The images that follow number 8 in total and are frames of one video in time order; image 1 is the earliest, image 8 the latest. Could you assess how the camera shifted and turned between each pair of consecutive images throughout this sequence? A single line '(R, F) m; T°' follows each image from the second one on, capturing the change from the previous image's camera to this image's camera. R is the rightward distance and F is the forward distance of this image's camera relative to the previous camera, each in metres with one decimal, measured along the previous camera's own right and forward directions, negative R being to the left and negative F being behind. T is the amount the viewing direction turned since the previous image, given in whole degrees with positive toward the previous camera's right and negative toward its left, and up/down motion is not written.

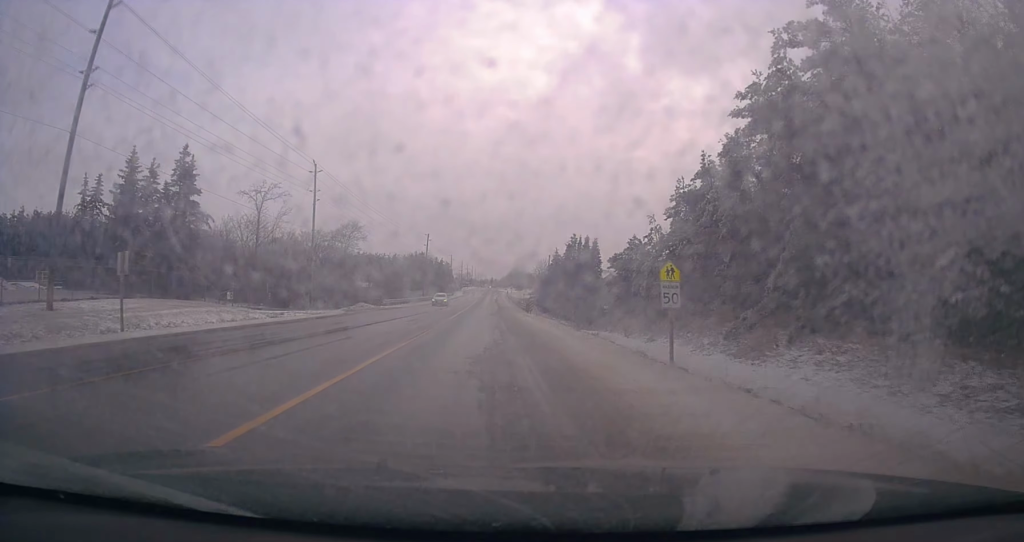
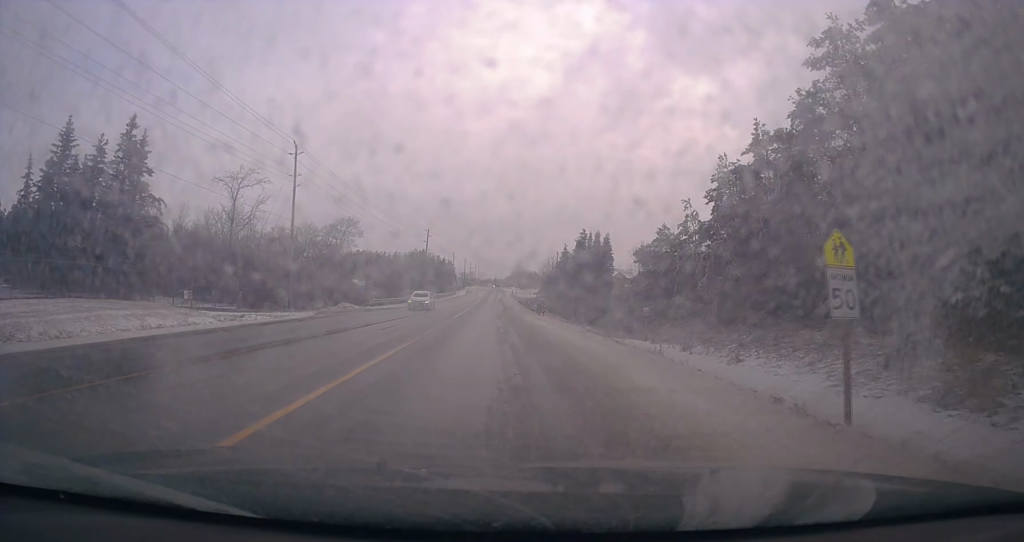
(0.0, +8.6) m; 0°
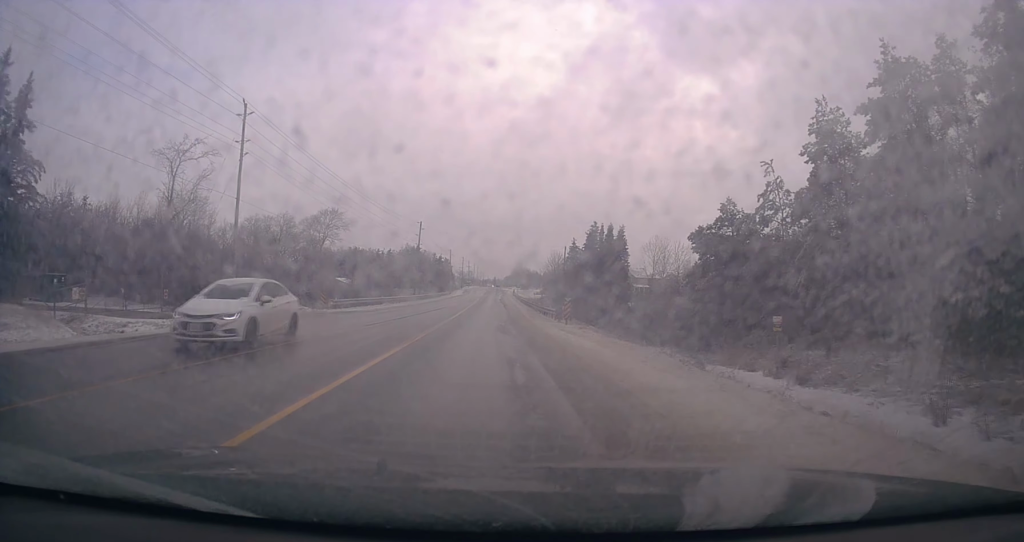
(-0.1, +13.3) m; 0°
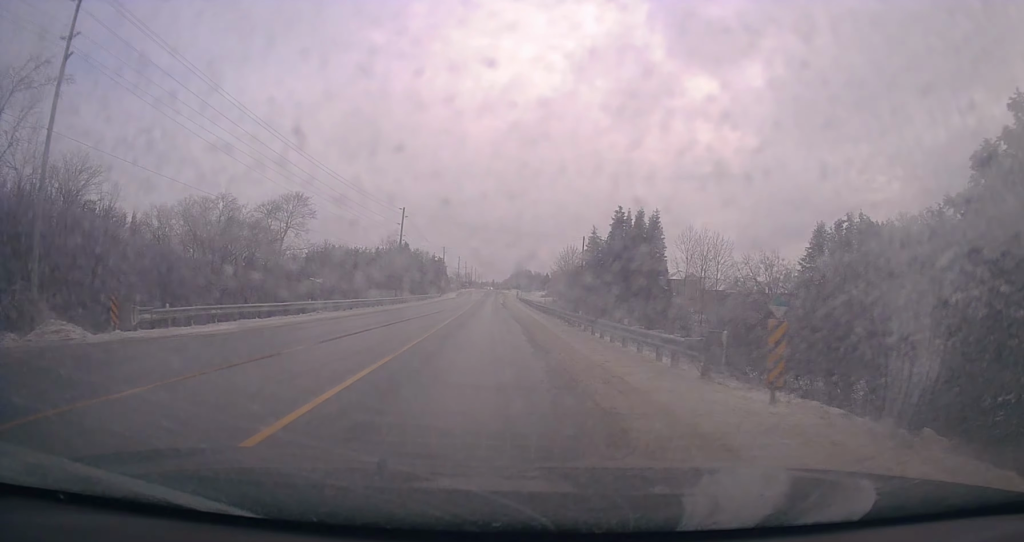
(+0.1, +23.0) m; 0°
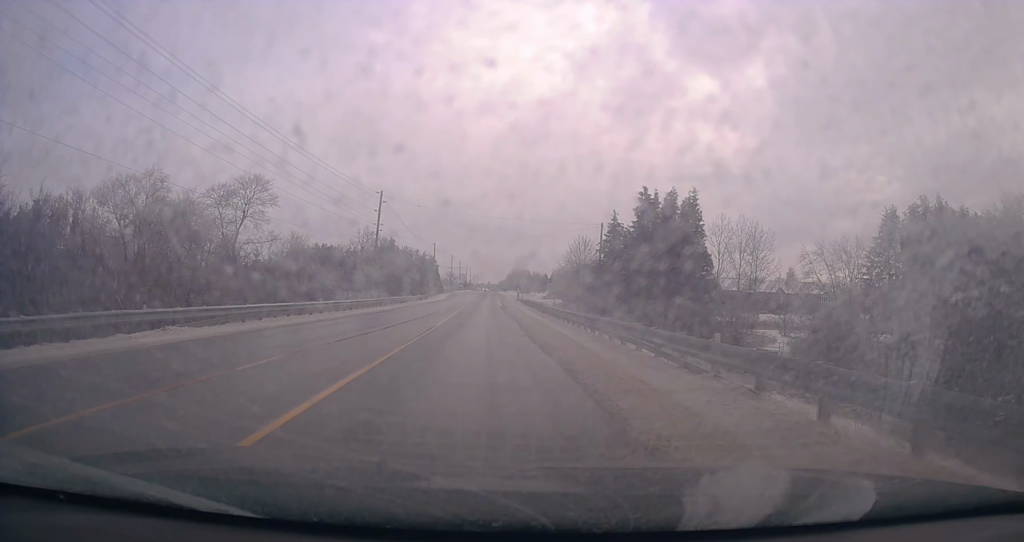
(0.0, +16.9) m; 0°
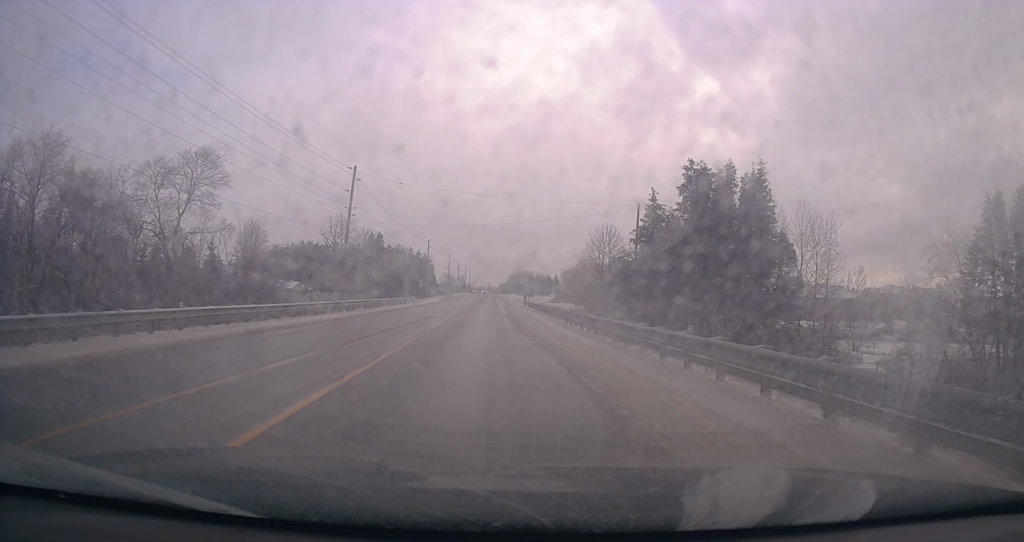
(-0.1, +17.4) m; 0°
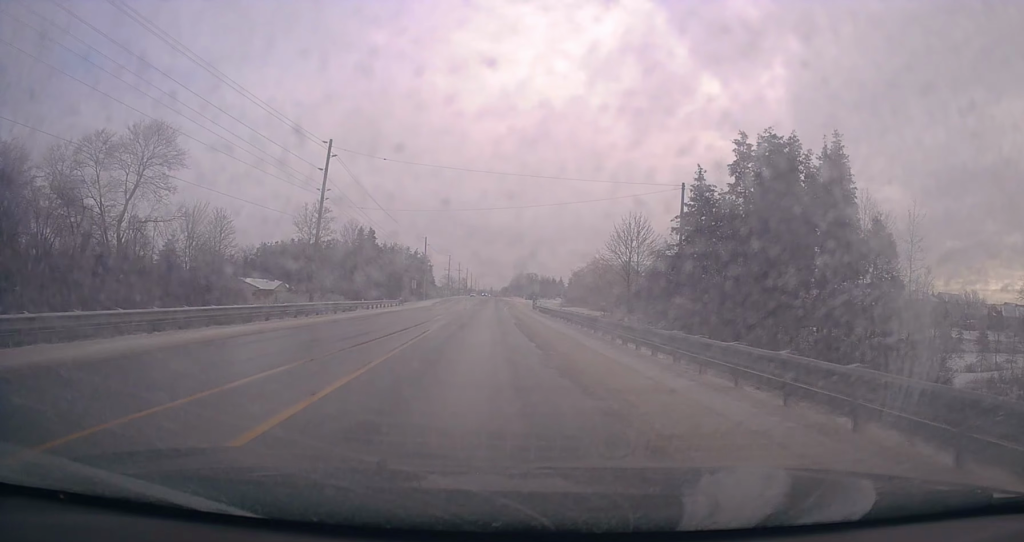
(+0.1, +11.8) m; -2°
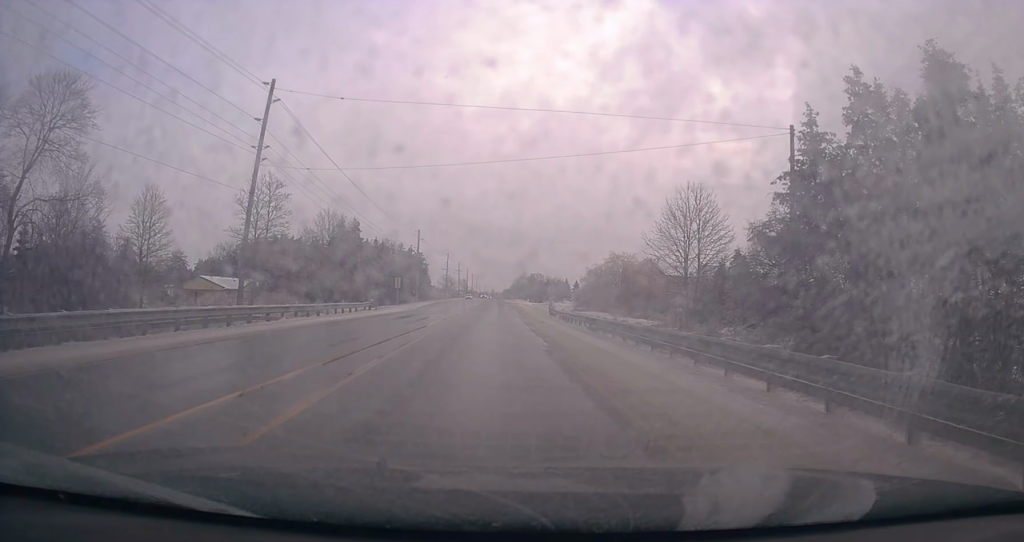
(-0.6, +15.8) m; +2°
